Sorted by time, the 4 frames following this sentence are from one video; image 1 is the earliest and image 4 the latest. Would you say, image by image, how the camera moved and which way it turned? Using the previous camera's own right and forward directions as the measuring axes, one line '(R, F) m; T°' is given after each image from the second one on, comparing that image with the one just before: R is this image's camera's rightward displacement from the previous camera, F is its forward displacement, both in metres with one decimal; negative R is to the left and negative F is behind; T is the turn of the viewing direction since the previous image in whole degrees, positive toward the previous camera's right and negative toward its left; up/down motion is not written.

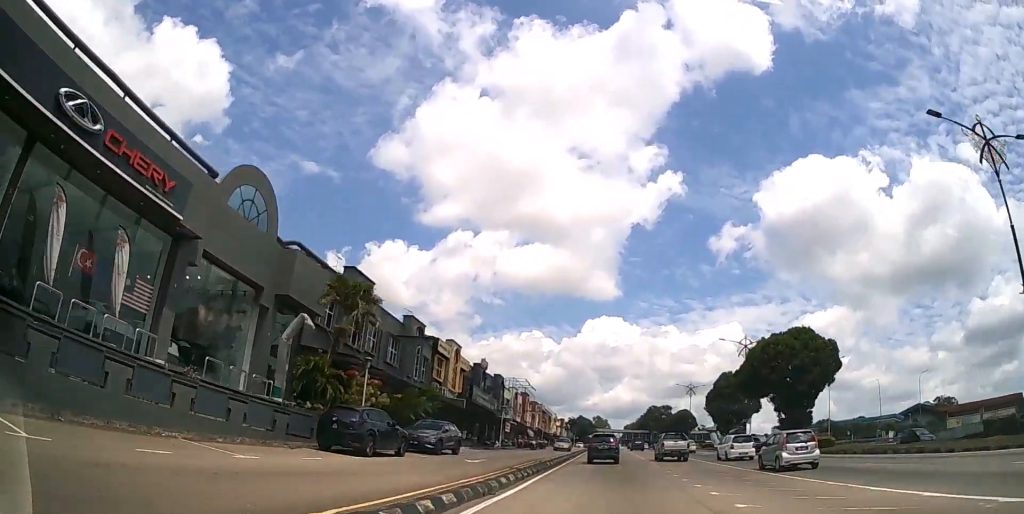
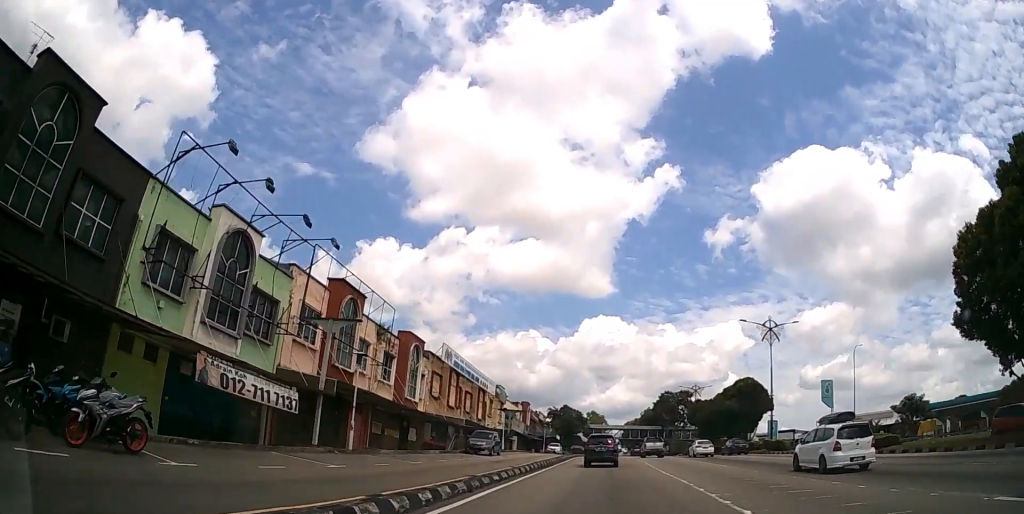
(+0.6, +57.7) m; +1°
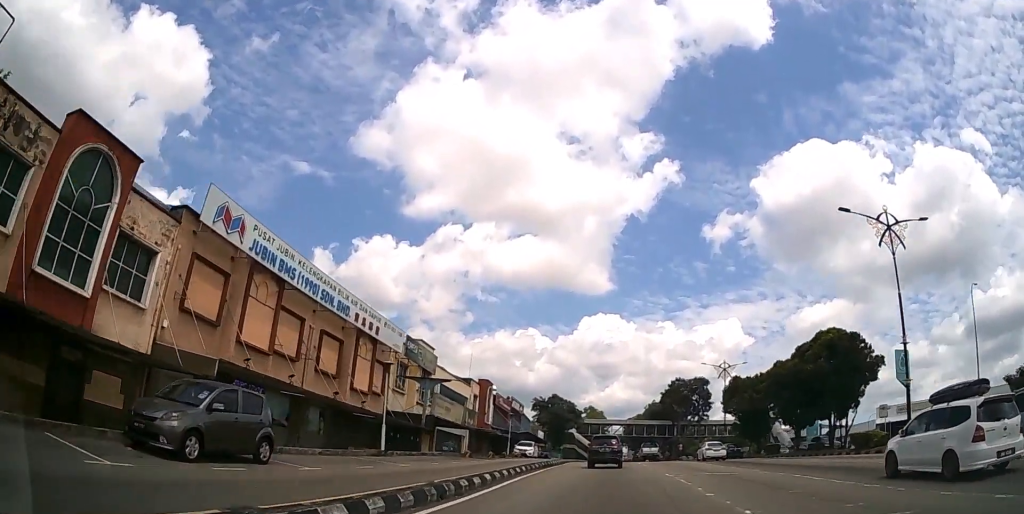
(0.0, +25.8) m; 0°
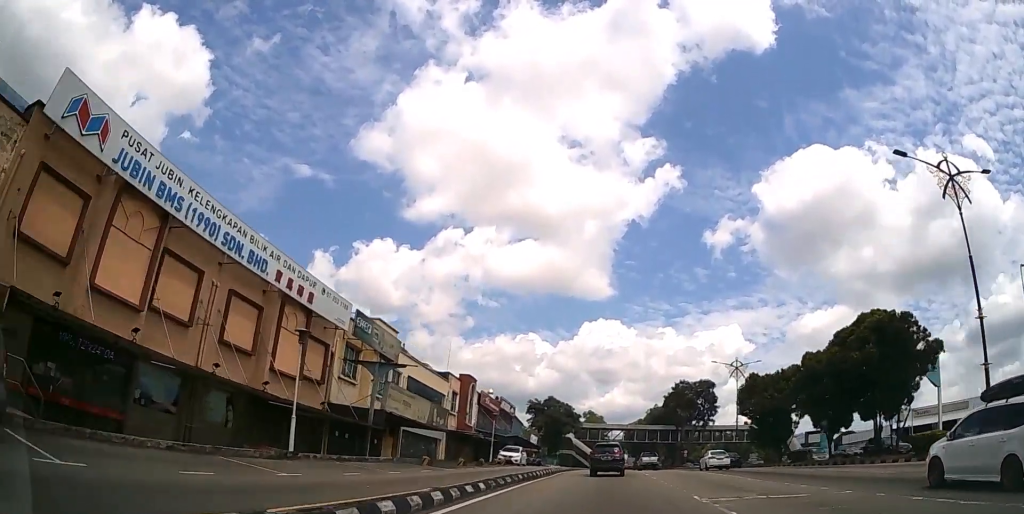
(0.0, +7.4) m; 0°
